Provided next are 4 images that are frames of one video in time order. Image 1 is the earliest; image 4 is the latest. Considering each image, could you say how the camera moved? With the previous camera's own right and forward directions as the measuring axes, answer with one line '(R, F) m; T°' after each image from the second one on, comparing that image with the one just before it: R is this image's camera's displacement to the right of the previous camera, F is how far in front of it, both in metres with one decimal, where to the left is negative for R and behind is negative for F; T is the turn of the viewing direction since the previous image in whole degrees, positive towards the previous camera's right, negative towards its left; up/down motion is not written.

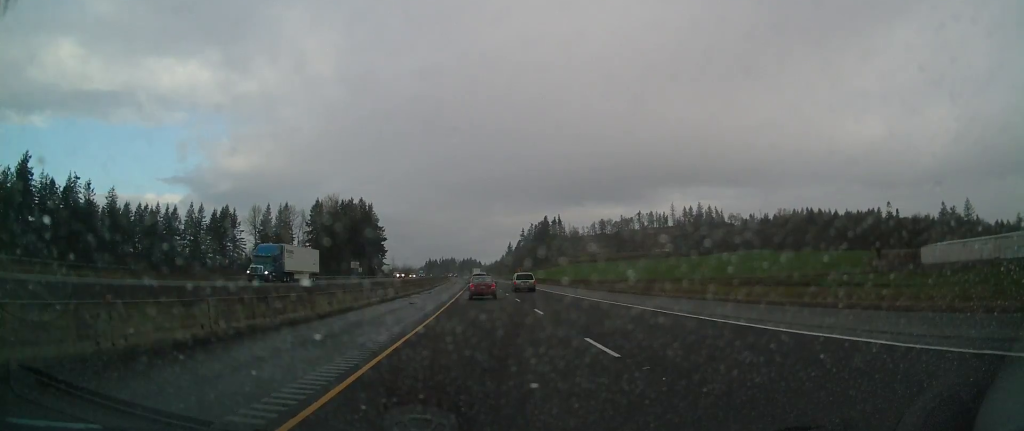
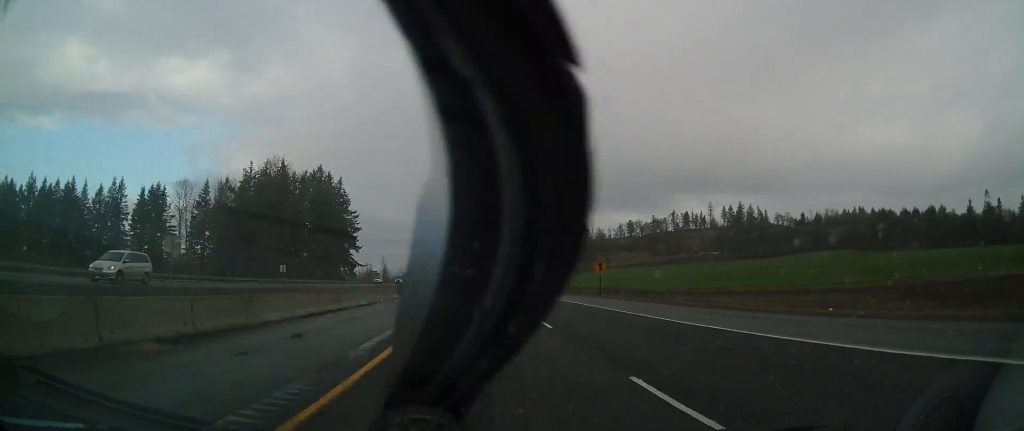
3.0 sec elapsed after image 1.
(-2.5, +101.7) m; -3°
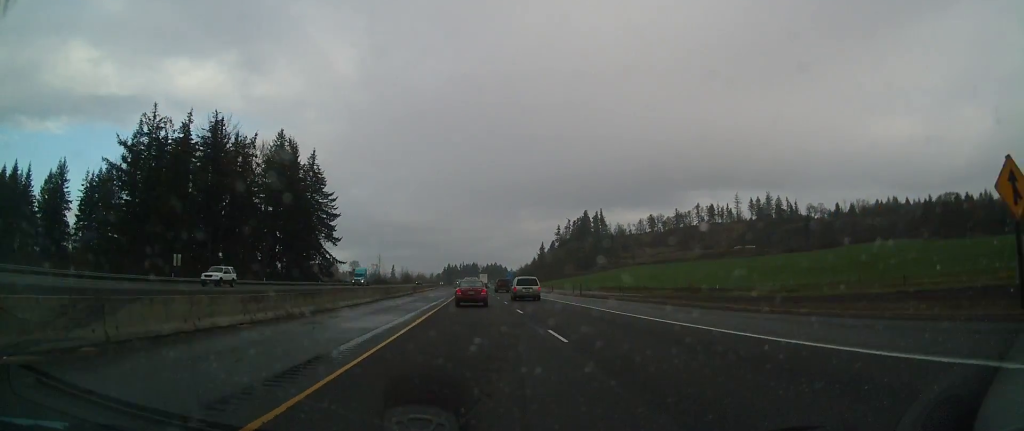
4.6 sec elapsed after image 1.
(-0.6, +51.0) m; -1°
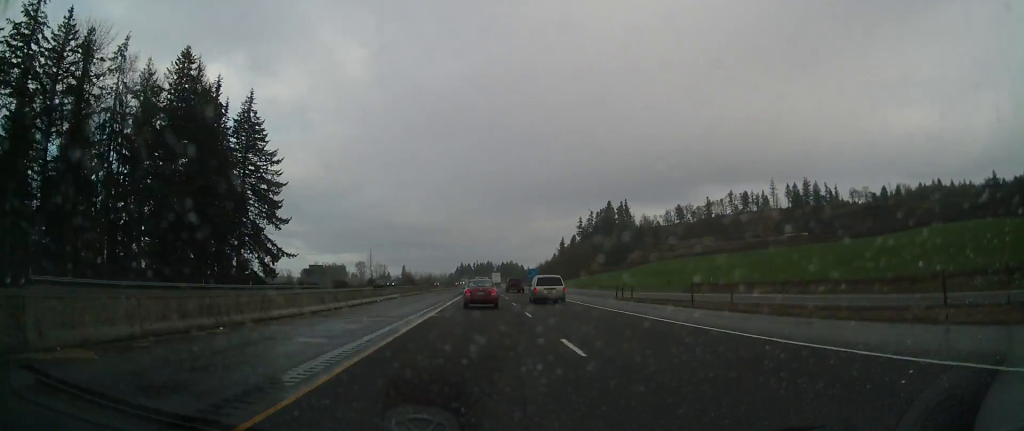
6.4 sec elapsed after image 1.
(+0.1, +59.1) m; 0°
